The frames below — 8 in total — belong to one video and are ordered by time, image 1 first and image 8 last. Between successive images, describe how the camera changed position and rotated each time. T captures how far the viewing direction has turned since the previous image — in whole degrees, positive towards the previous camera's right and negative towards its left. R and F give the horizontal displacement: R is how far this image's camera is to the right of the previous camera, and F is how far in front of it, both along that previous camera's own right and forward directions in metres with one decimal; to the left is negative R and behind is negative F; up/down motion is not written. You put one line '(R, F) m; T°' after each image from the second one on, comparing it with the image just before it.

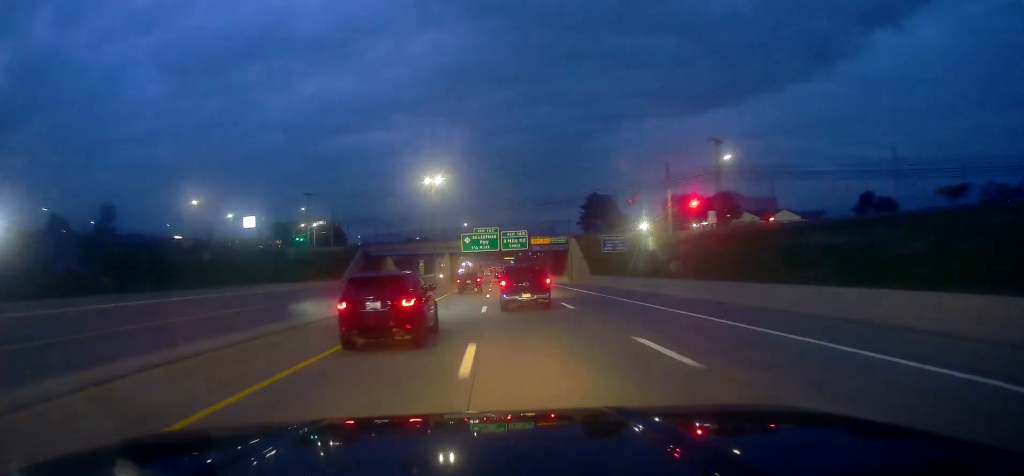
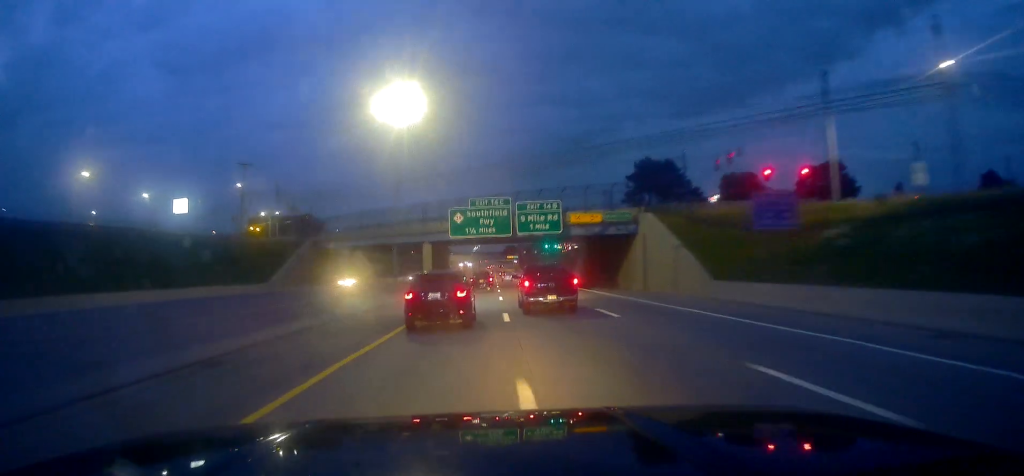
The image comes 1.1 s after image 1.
(+0.1, +35.0) m; 0°
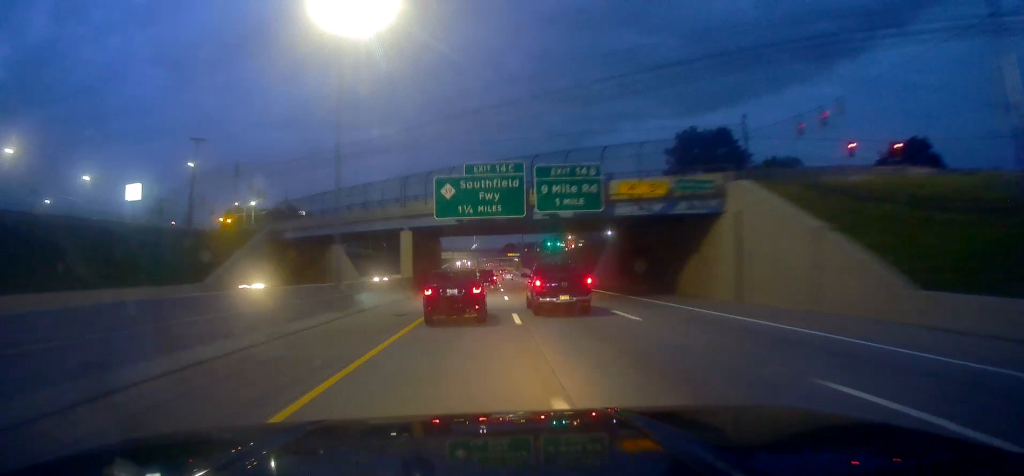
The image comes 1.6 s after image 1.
(-0.1, +16.4) m; 0°
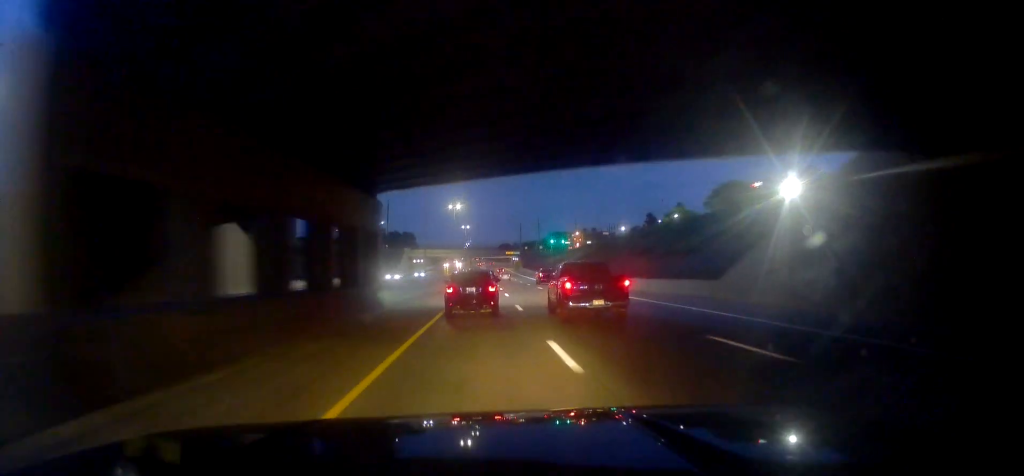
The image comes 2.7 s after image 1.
(-0.1, +38.4) m; 0°
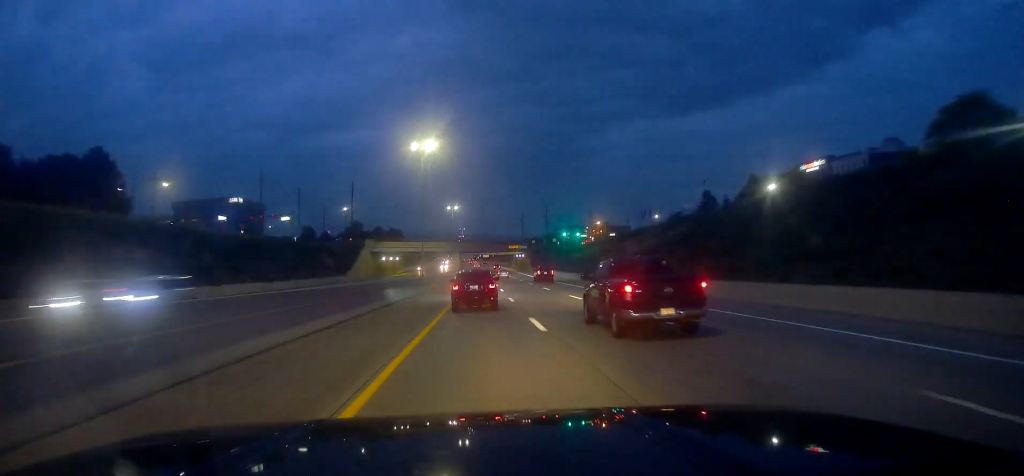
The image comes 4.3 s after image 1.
(+0.3, +52.6) m; +1°
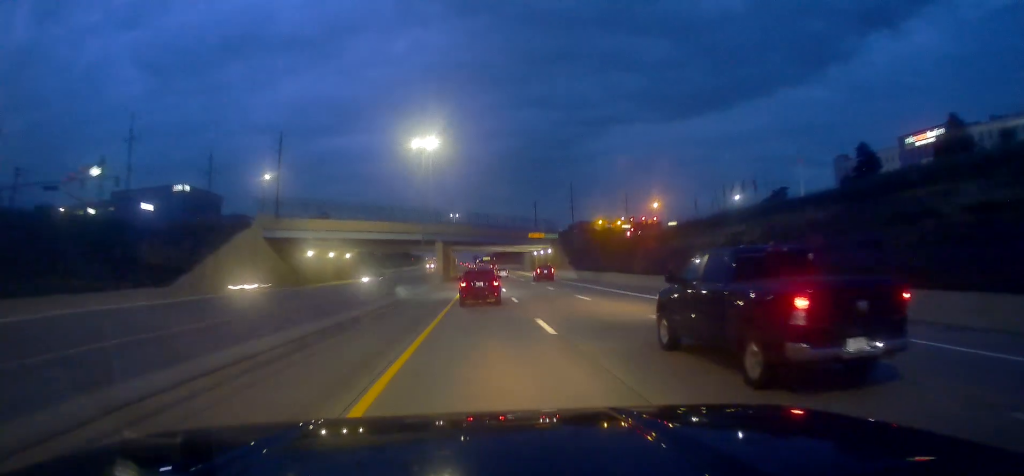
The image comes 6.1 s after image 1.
(+0.3, +61.7) m; +1°
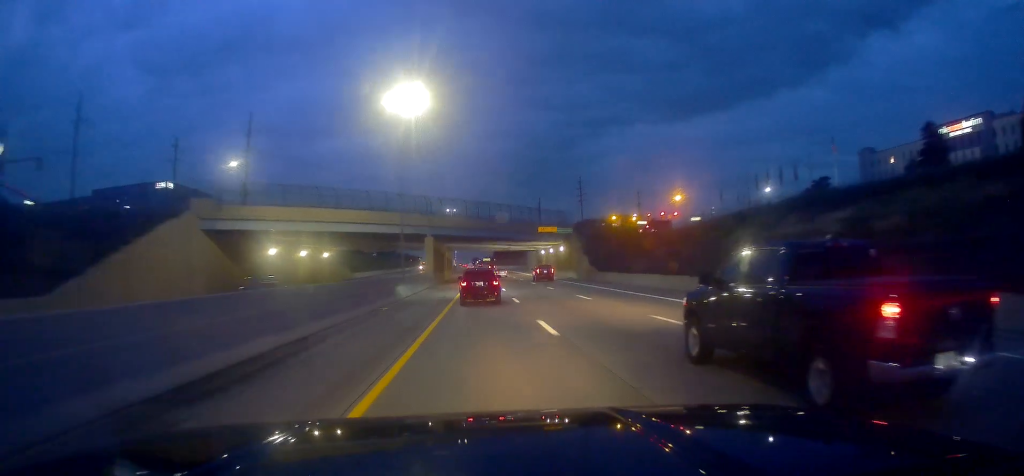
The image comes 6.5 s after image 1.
(+0.1, +14.9) m; 0°
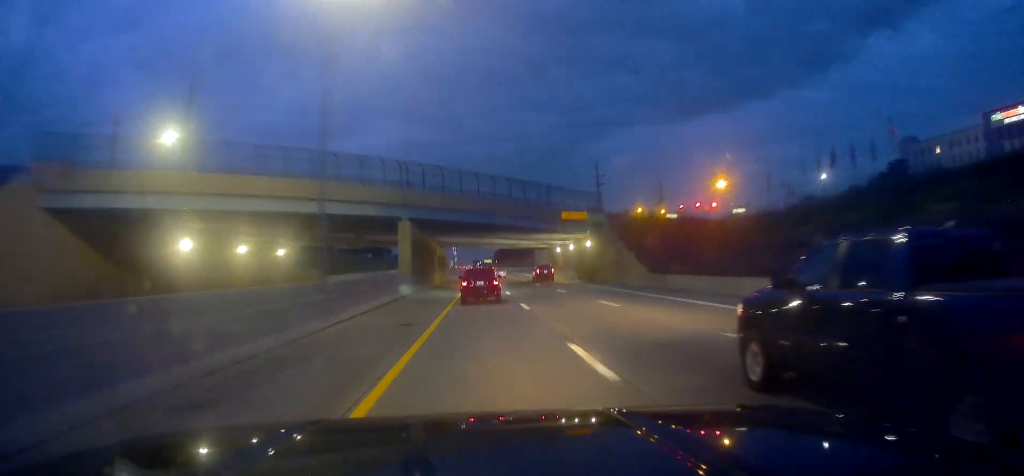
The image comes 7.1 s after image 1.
(0.0, +20.9) m; -1°
